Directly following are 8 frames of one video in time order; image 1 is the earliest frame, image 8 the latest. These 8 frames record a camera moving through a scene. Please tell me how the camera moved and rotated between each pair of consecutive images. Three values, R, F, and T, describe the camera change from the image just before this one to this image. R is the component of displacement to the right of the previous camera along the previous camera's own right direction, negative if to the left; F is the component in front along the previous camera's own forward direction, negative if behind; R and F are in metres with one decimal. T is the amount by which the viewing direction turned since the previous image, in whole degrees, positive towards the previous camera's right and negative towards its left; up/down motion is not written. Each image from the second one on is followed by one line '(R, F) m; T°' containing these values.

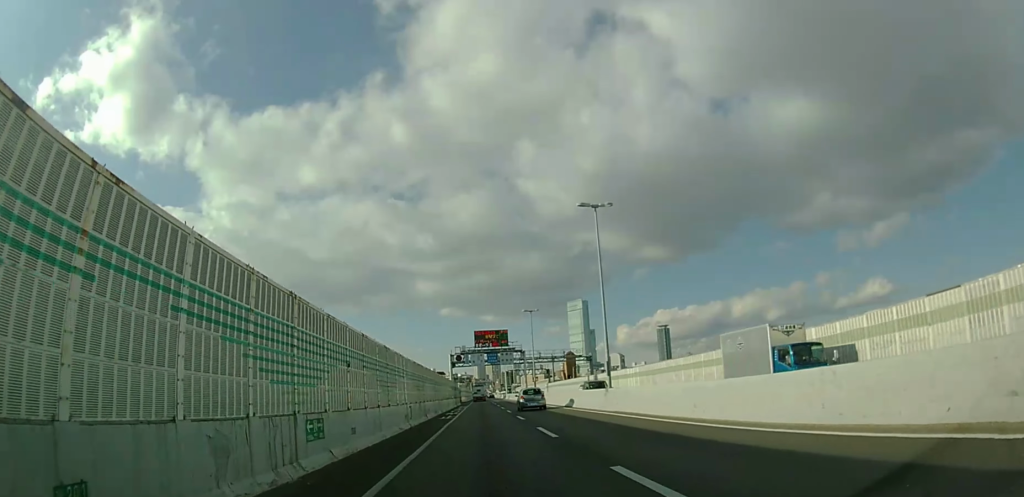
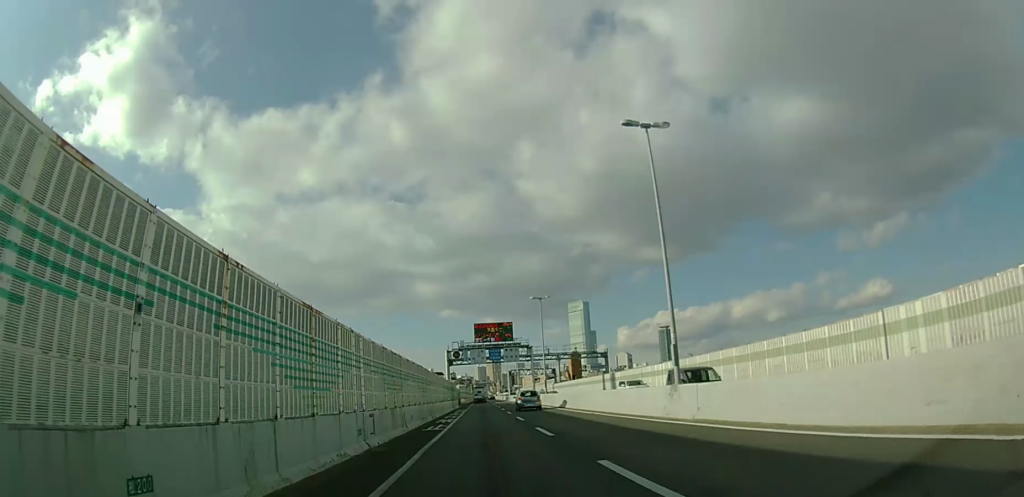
(-0.1, +10.1) m; 0°
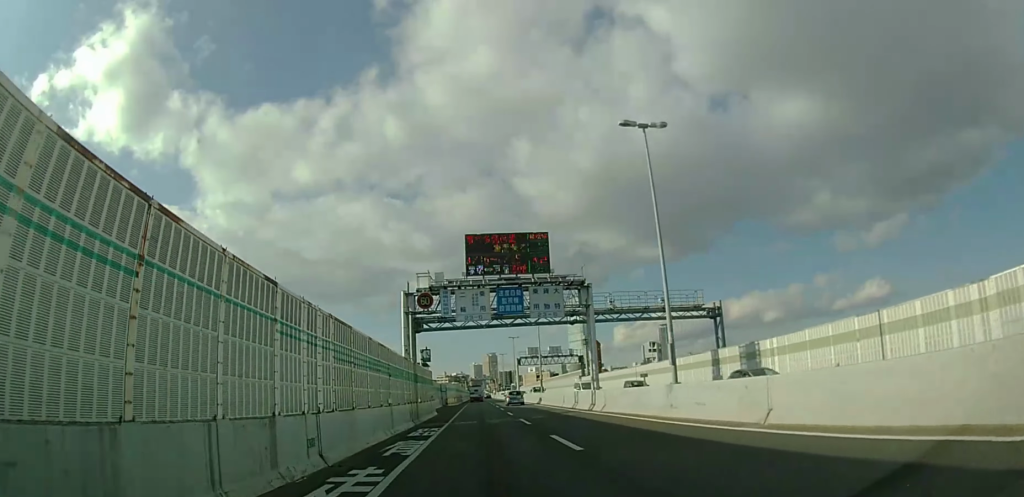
(+0.5, +33.7) m; 0°
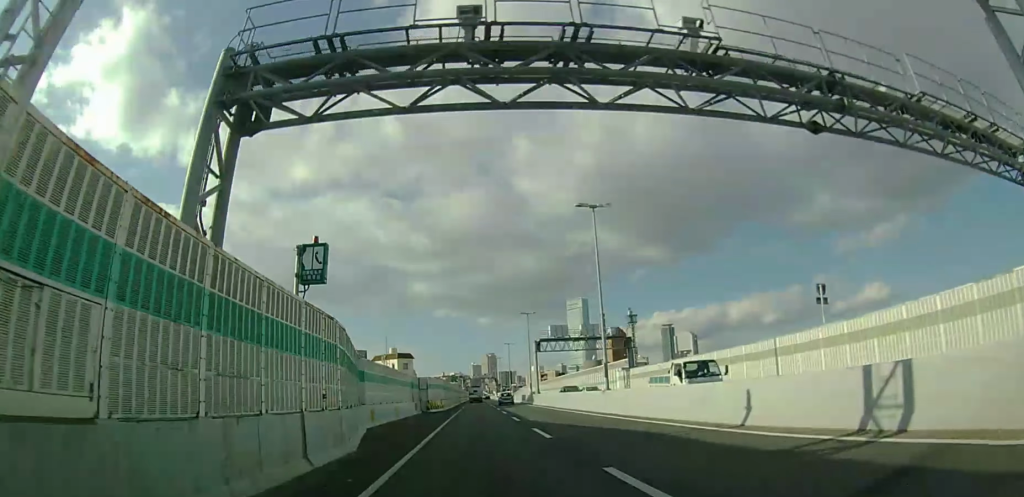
(-0.4, +26.1) m; 0°
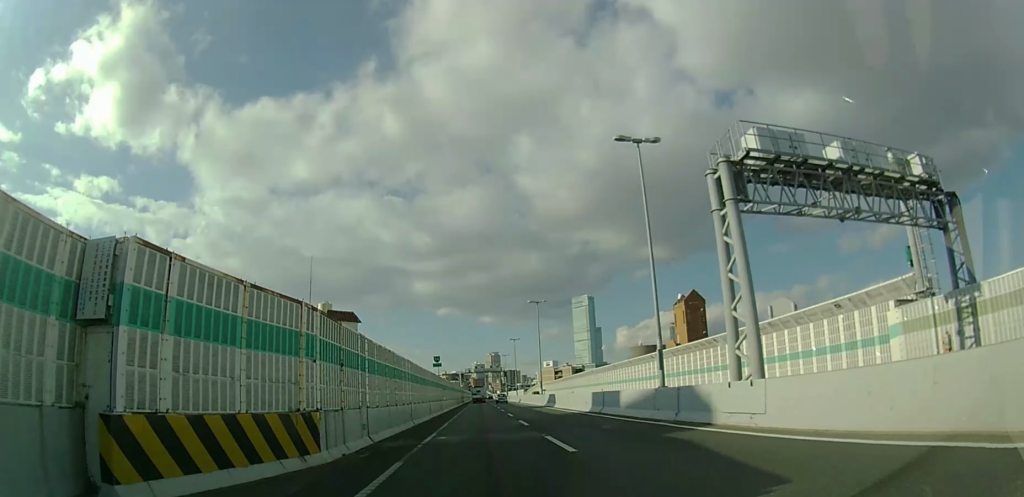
(+0.9, +43.0) m; +2°
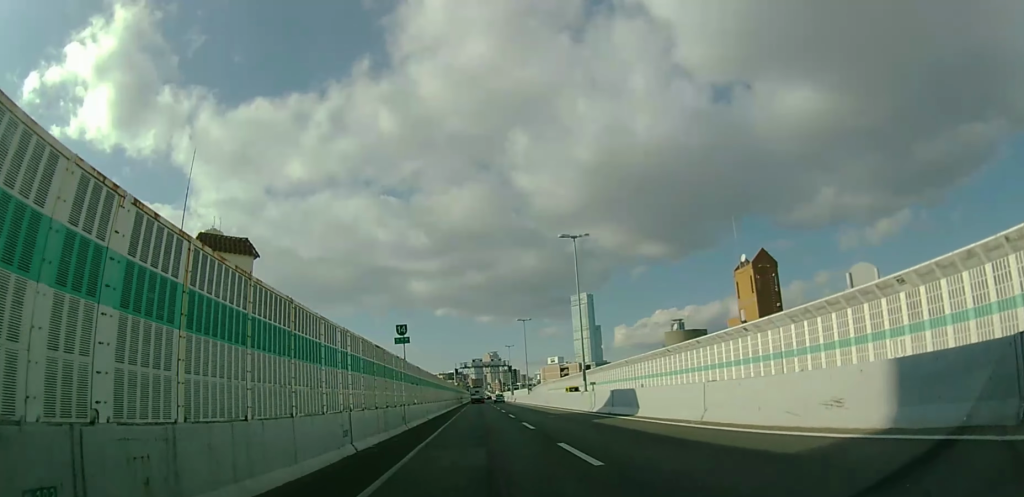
(0.0, +21.9) m; 0°
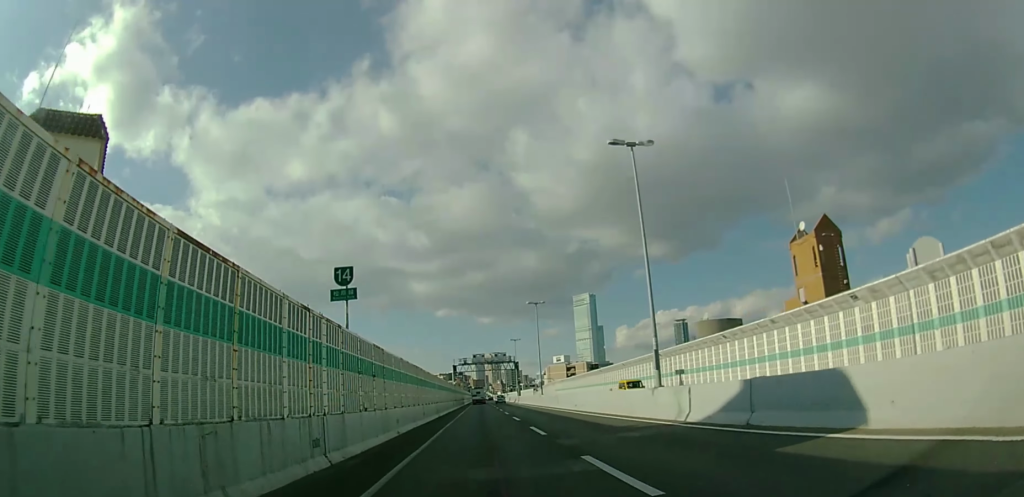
(0.0, +12.8) m; 0°
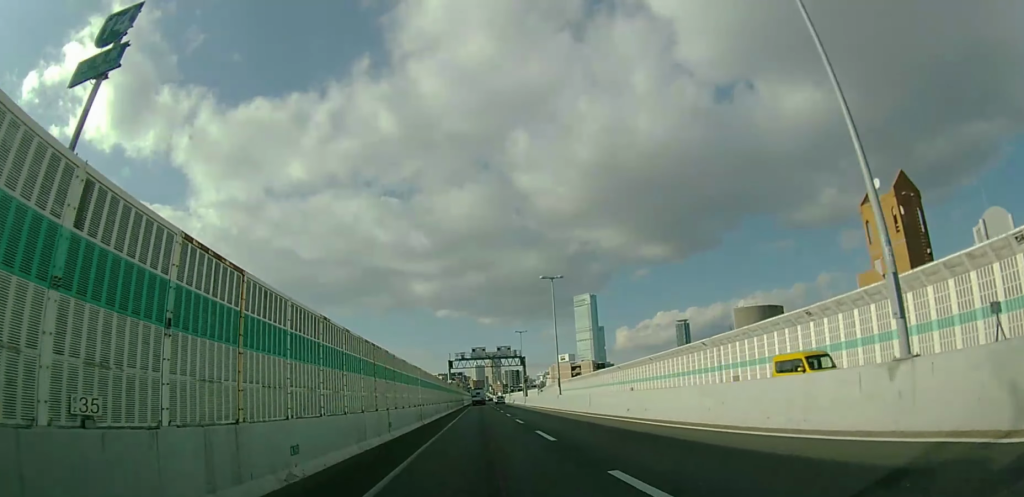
(-0.1, +11.5) m; 0°
